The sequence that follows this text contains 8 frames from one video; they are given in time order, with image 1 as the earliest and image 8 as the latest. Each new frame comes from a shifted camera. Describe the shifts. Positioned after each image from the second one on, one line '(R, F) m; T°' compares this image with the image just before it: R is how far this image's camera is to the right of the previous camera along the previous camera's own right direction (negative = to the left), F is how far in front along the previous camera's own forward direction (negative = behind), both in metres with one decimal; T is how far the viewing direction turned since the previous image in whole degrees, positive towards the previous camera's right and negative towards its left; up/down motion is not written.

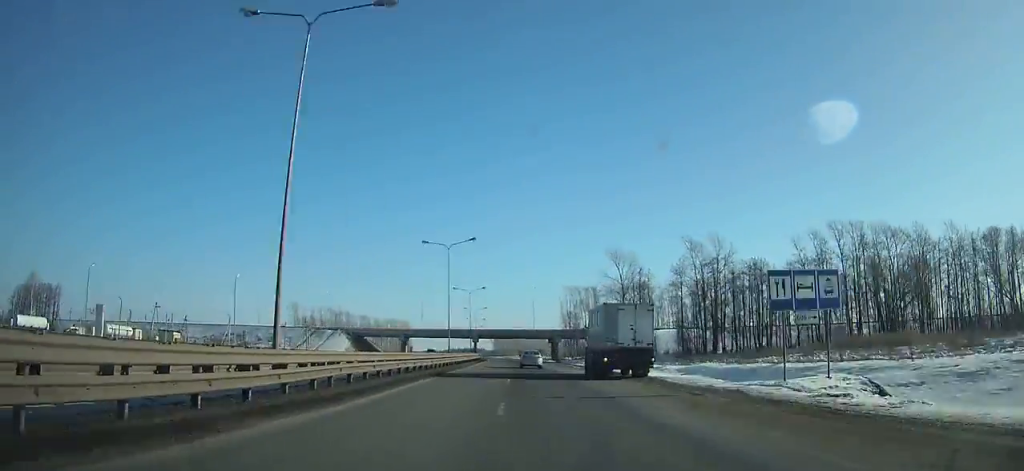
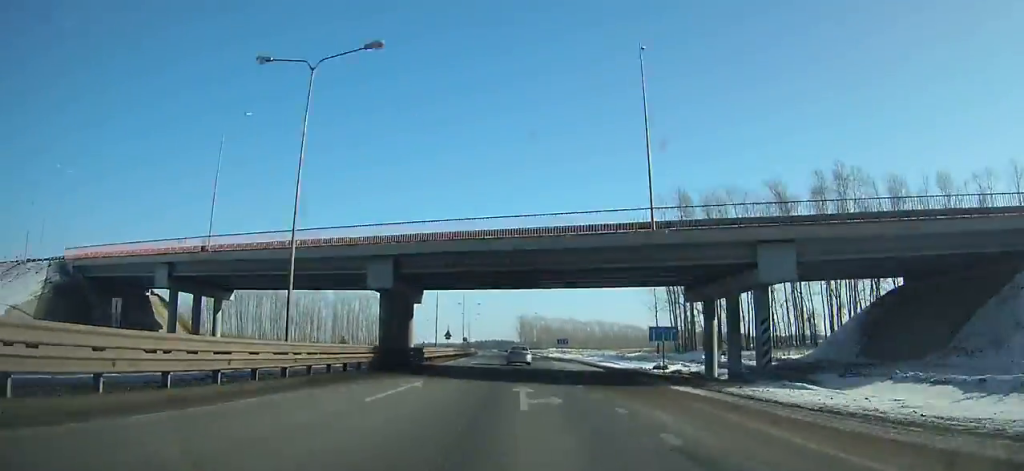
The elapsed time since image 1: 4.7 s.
(-2.3, +113.7) m; -3°
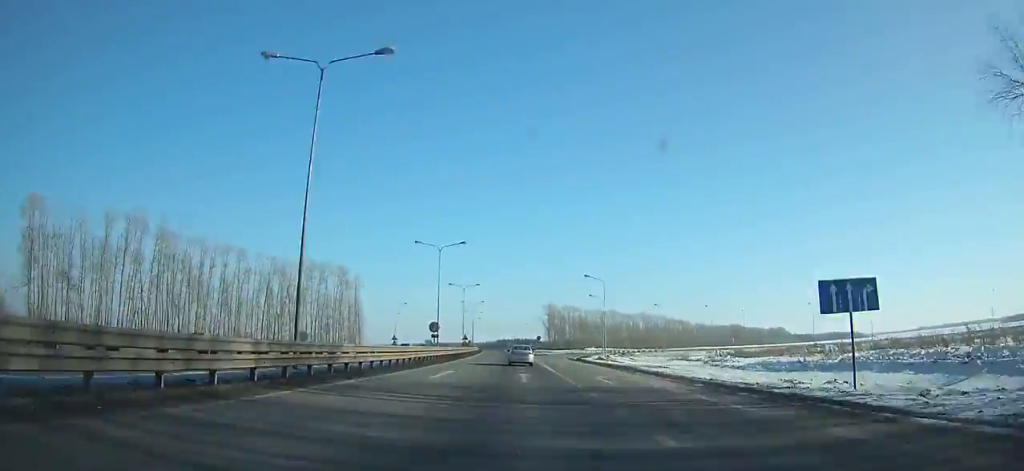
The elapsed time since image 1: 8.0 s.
(-1.6, +79.2) m; -2°
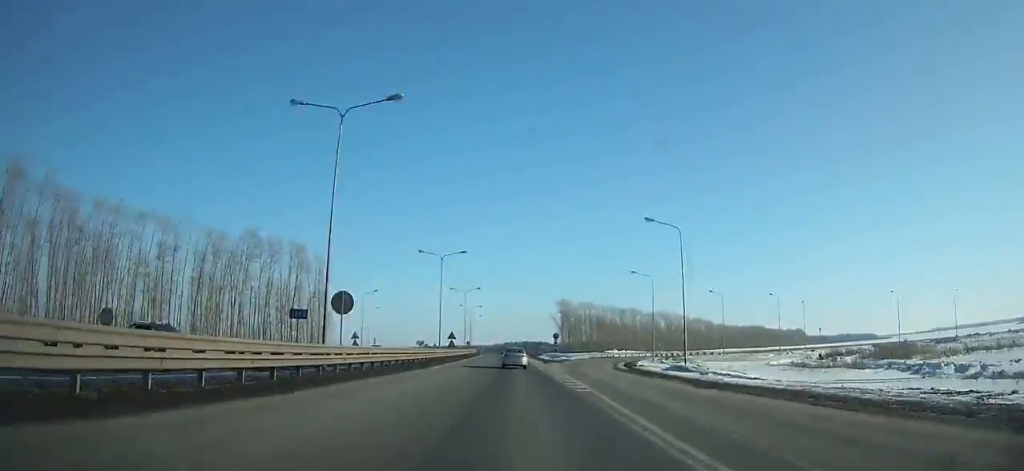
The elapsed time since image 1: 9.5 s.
(-0.4, +35.8) m; -1°
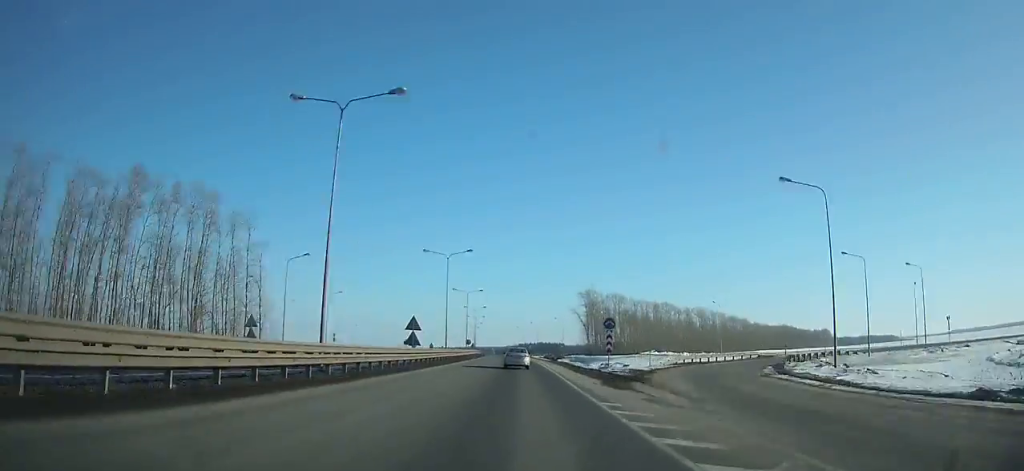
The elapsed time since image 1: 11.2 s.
(-0.2, +40.5) m; -1°
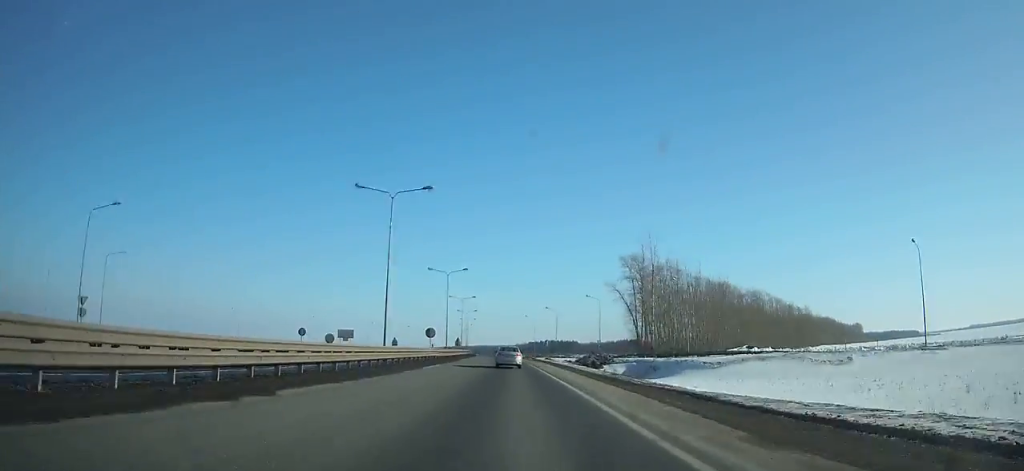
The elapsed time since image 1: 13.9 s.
(-1.0, +64.2) m; -2°
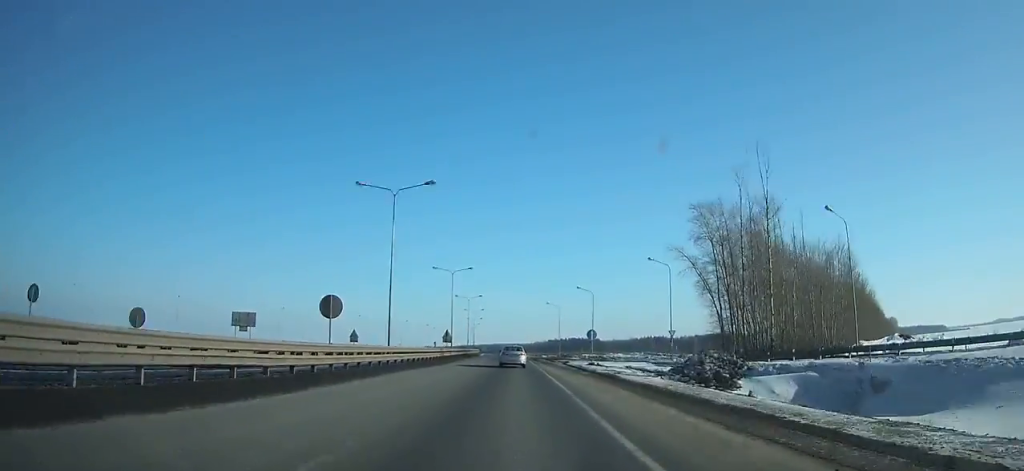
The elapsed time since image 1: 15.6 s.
(-0.7, +40.4) m; -1°
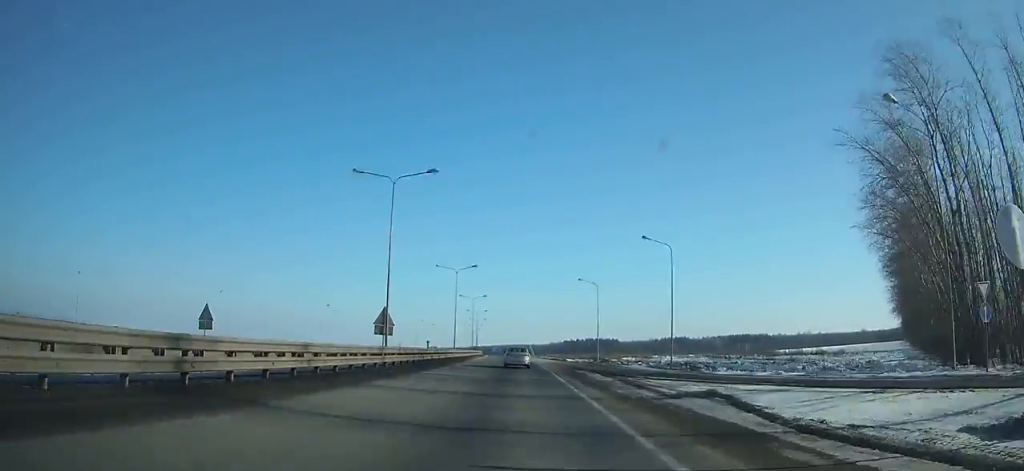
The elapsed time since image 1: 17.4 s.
(-0.4, +42.9) m; -1°
